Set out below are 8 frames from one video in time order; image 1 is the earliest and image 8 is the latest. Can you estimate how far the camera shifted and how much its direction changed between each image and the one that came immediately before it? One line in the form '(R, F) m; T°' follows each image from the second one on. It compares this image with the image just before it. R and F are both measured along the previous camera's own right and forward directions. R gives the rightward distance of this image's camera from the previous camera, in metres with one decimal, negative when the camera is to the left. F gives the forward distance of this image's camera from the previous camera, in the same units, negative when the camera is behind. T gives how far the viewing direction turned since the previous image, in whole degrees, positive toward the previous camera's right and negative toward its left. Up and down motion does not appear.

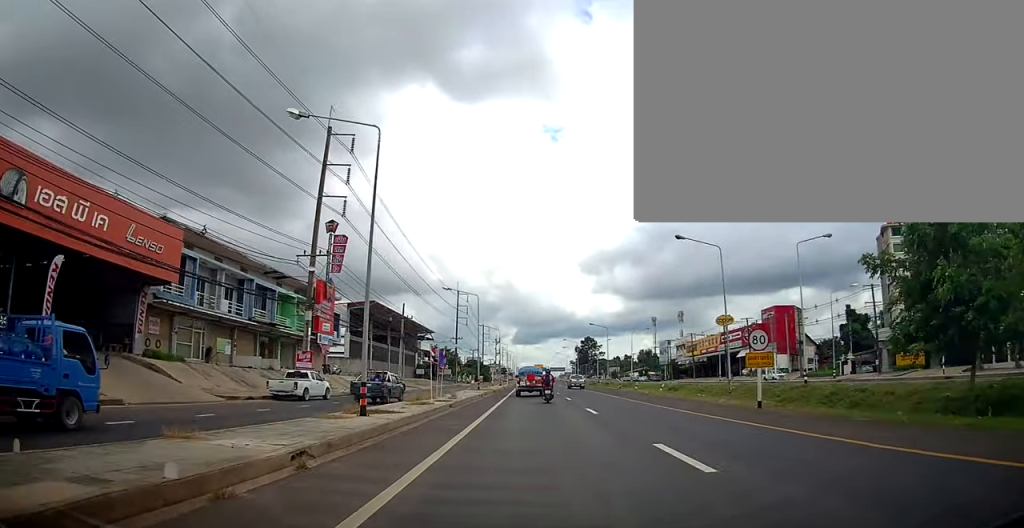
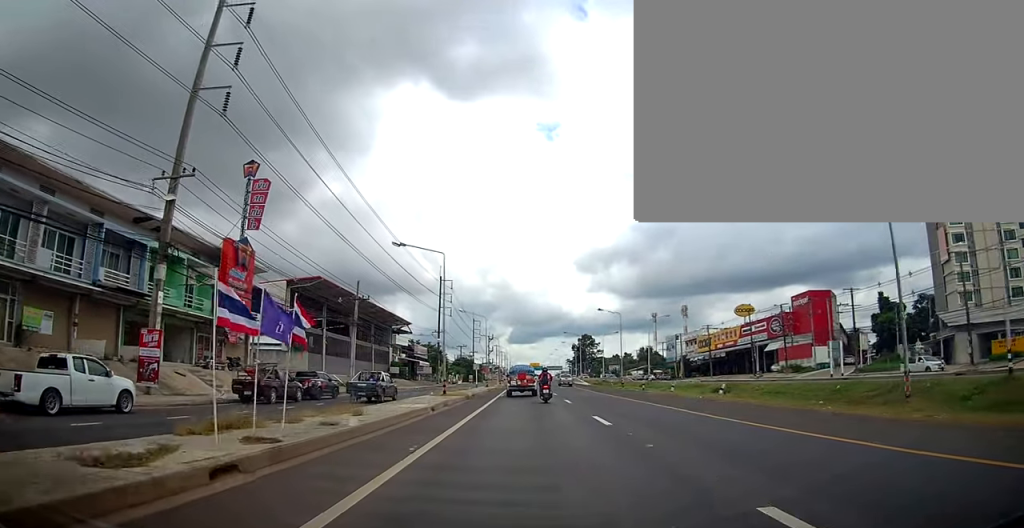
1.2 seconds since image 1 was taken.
(-0.1, +16.9) m; 0°
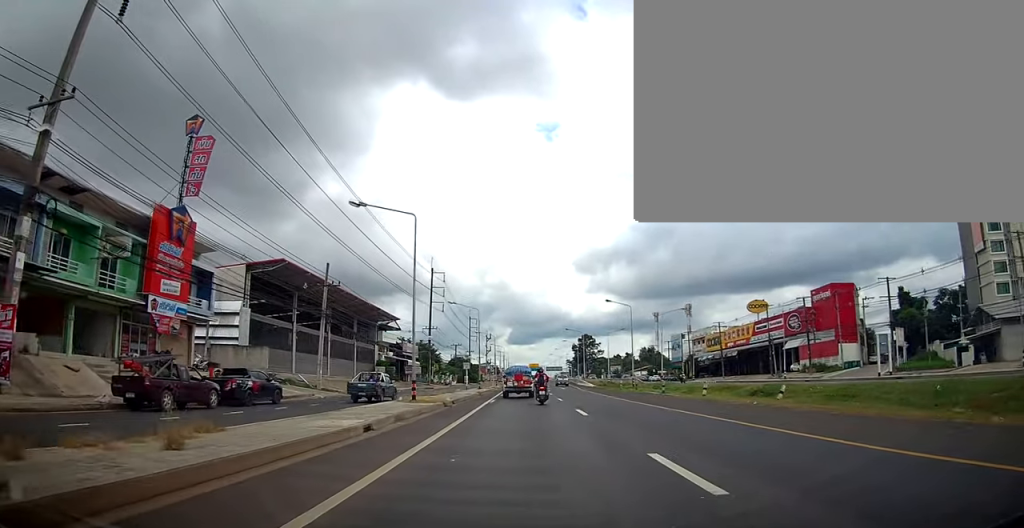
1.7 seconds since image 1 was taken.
(0.0, +8.2) m; 0°
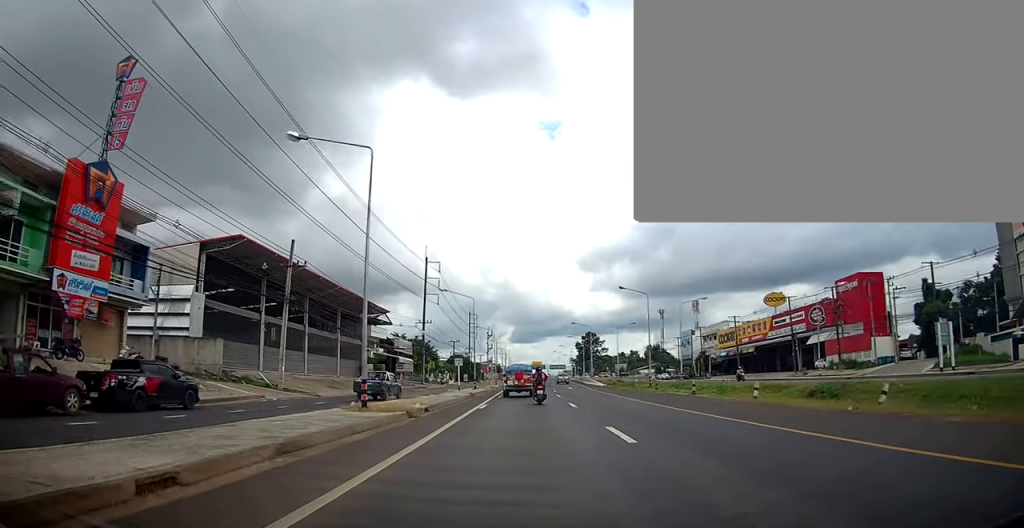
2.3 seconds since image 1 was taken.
(0.0, +7.7) m; 0°
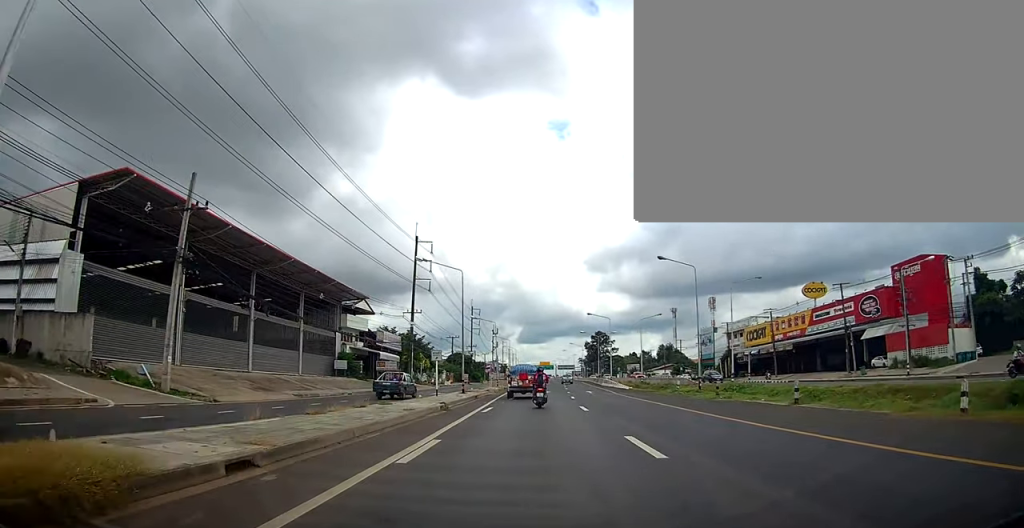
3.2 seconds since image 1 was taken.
(0.0, +14.1) m; 0°
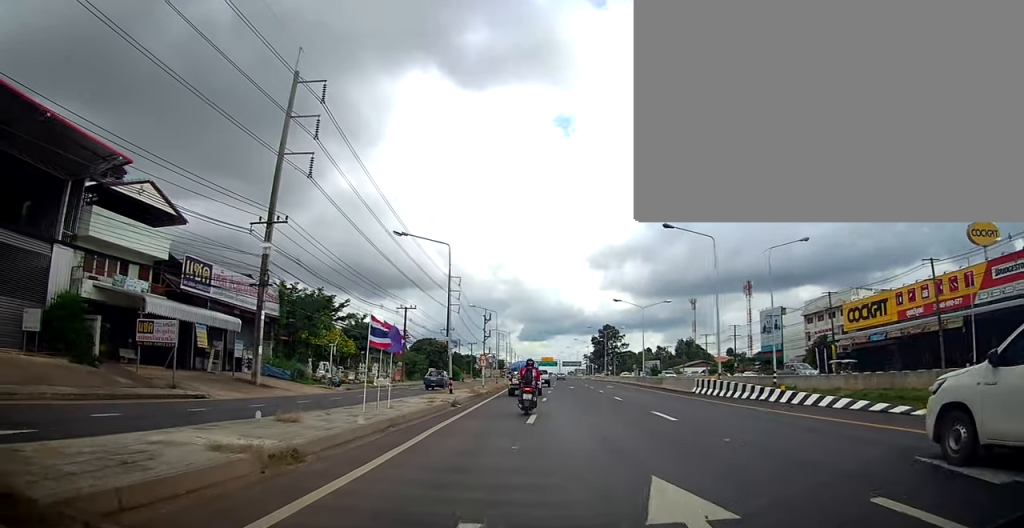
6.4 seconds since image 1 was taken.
(+0.8, +44.4) m; +1°
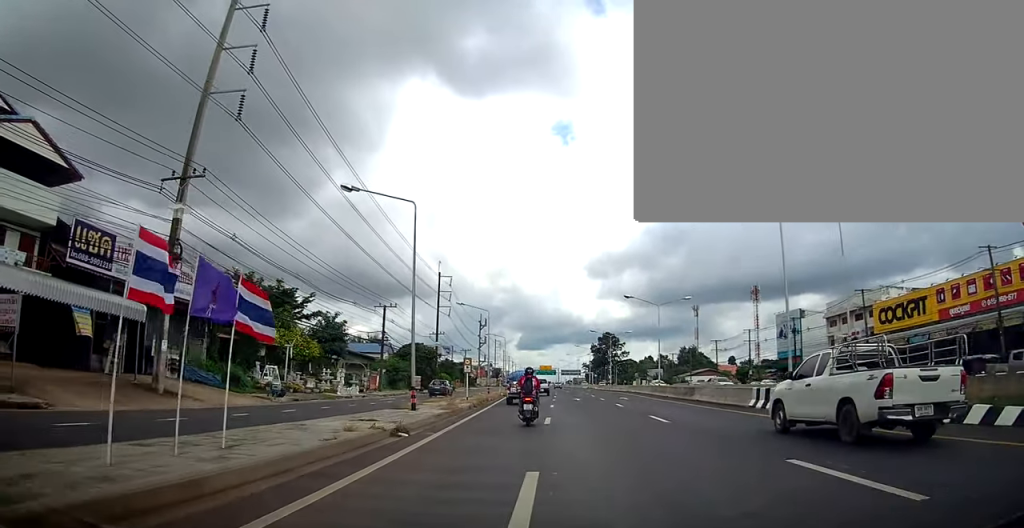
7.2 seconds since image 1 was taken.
(0.0, +9.7) m; -1°
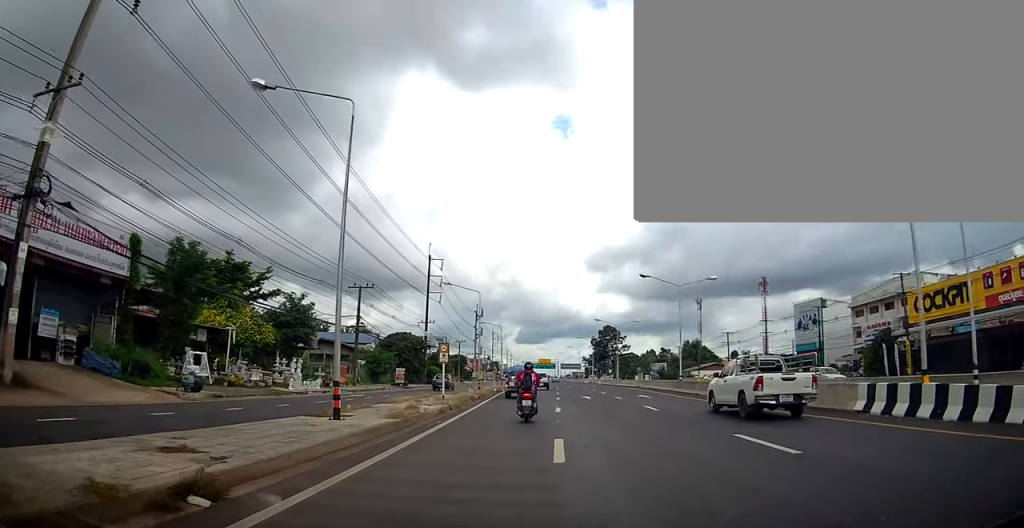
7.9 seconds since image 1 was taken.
(-0.5, +9.0) m; +1°
